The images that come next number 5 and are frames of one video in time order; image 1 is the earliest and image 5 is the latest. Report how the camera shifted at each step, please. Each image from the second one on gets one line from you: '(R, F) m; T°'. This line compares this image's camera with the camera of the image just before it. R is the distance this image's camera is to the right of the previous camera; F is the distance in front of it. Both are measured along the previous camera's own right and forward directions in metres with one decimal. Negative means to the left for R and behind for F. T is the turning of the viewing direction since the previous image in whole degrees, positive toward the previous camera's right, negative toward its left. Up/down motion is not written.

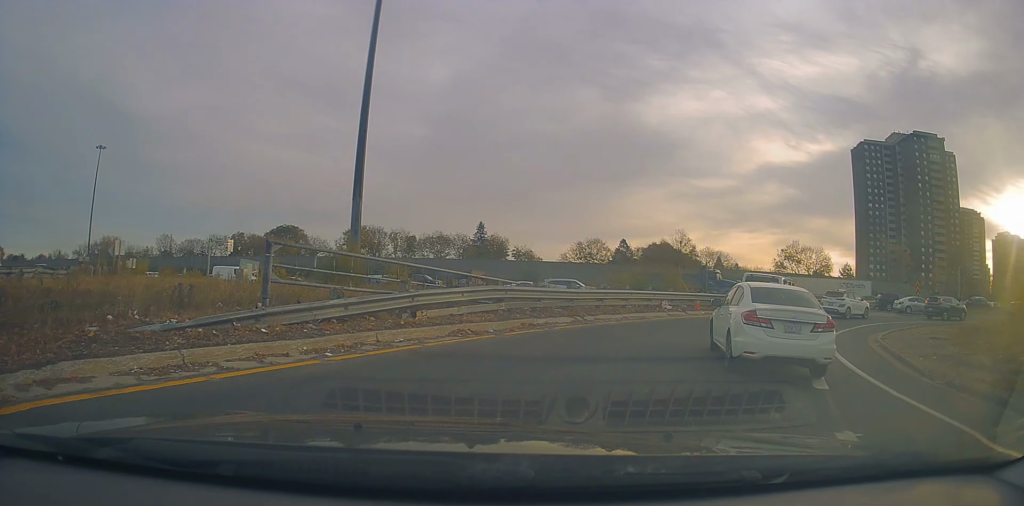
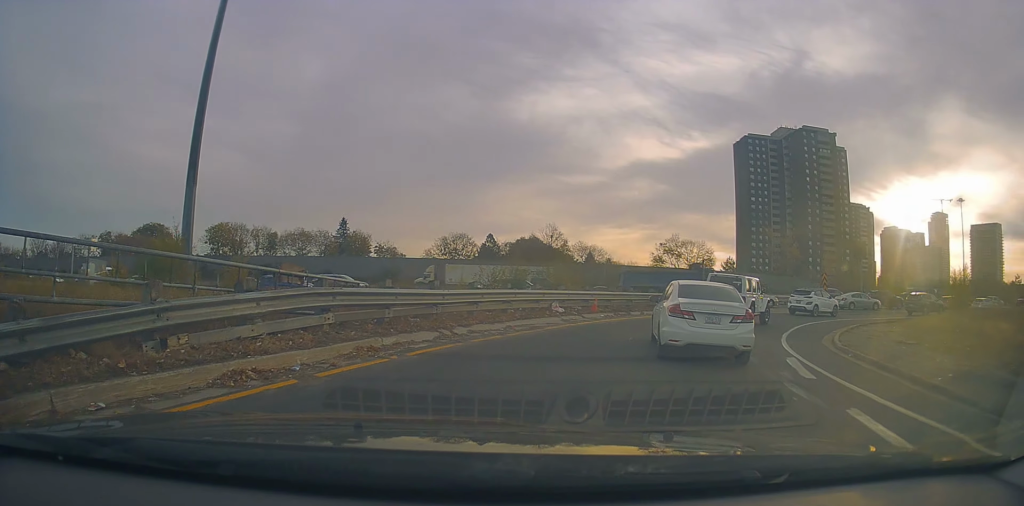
(+0.5, +5.1) m; +9°
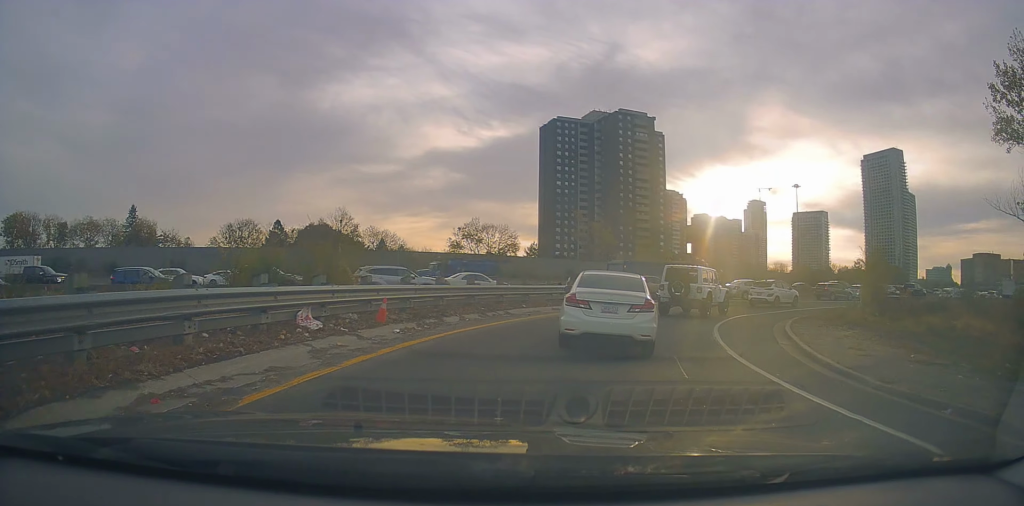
(+1.1, +7.9) m; +20°
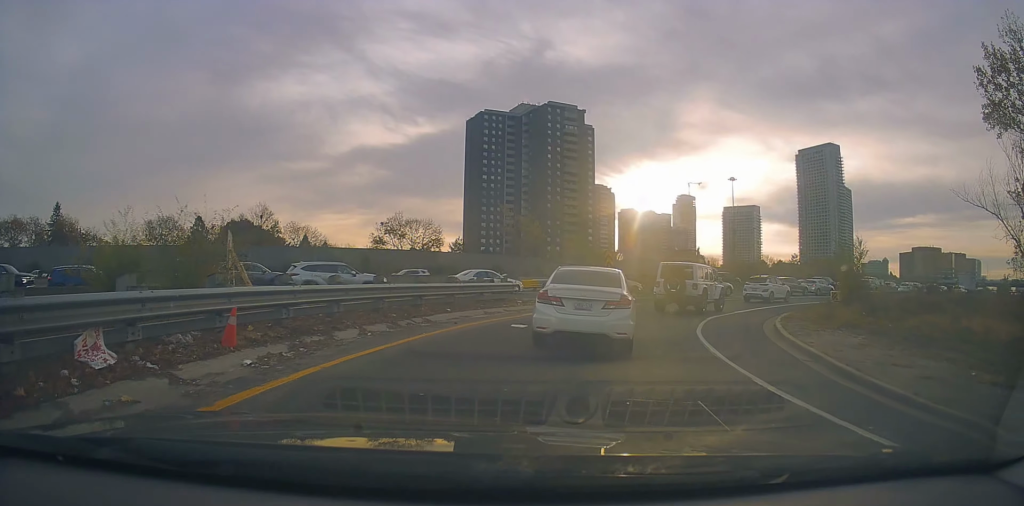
(+0.3, +3.9) m; +4°
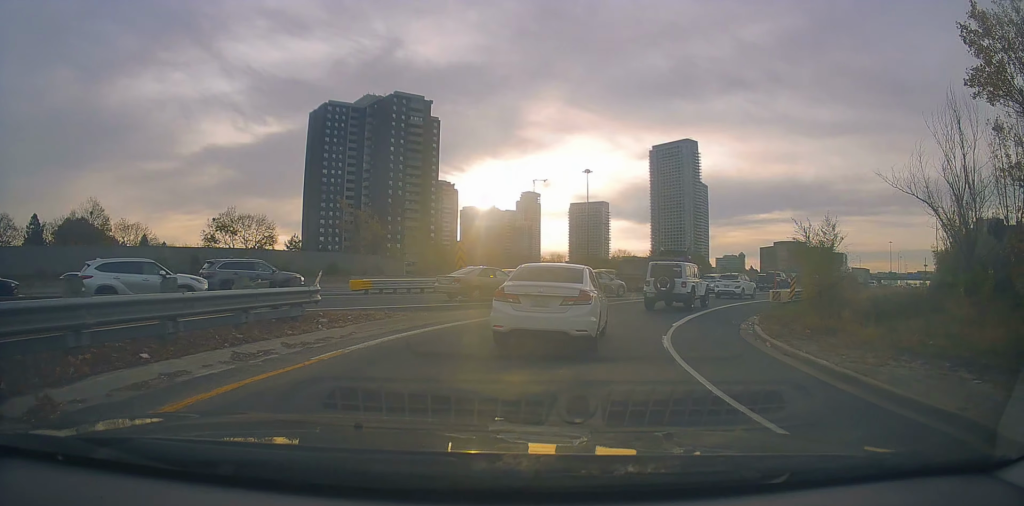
(+0.5, +9.0) m; +12°
